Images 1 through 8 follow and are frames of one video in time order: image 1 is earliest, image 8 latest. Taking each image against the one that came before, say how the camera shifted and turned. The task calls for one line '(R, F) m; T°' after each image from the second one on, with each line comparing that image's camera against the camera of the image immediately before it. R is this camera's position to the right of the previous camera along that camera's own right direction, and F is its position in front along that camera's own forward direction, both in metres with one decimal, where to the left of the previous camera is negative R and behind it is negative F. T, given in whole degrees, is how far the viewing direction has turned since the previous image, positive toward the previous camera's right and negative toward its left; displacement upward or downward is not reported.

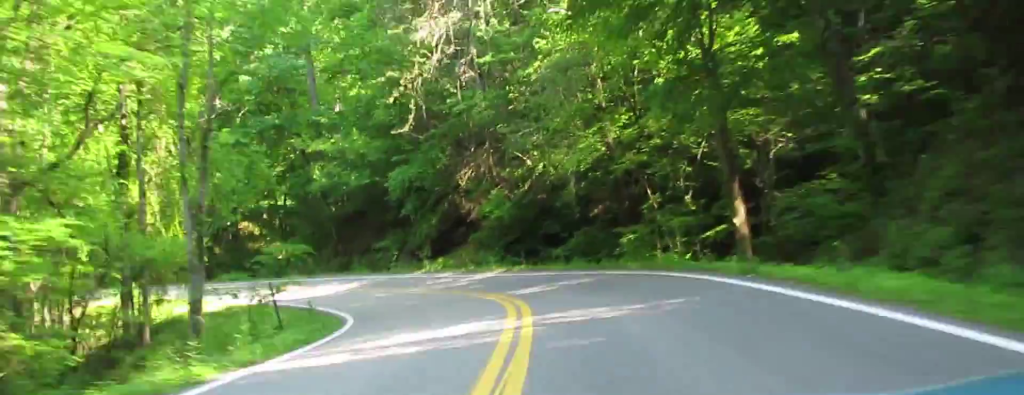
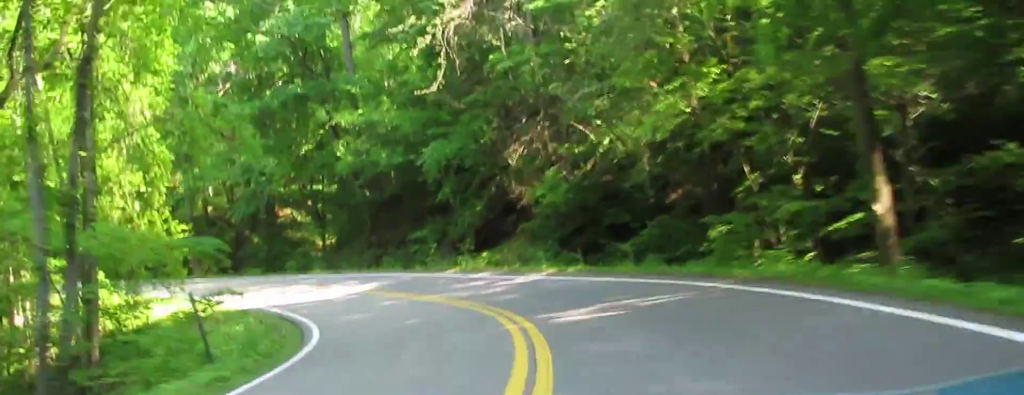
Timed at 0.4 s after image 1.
(-0.1, +6.1) m; -4°
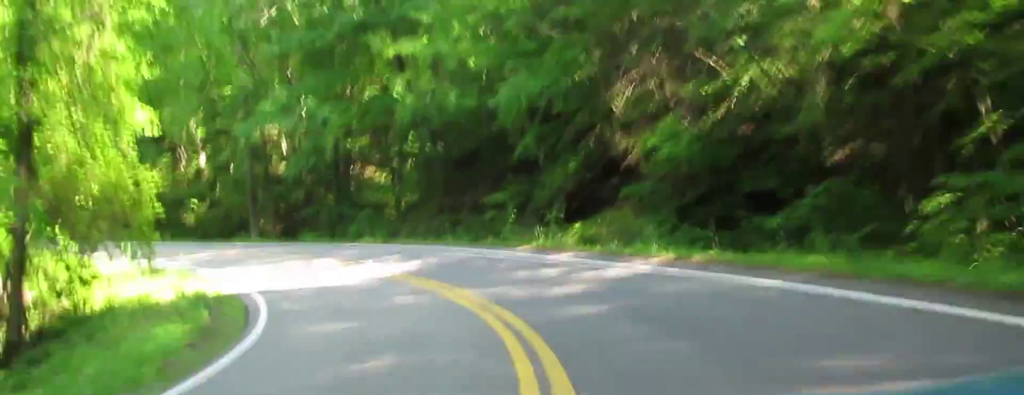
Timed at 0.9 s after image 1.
(0.0, +7.9) m; -5°
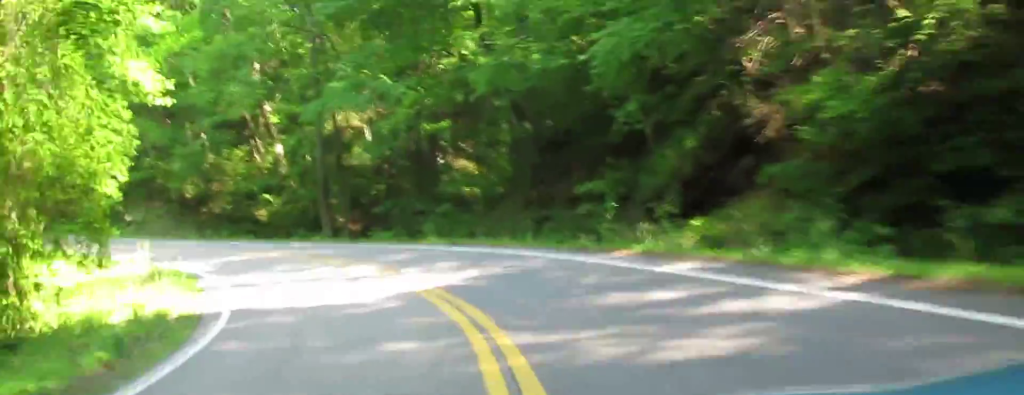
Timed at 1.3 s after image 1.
(-0.7, +7.0) m; -2°
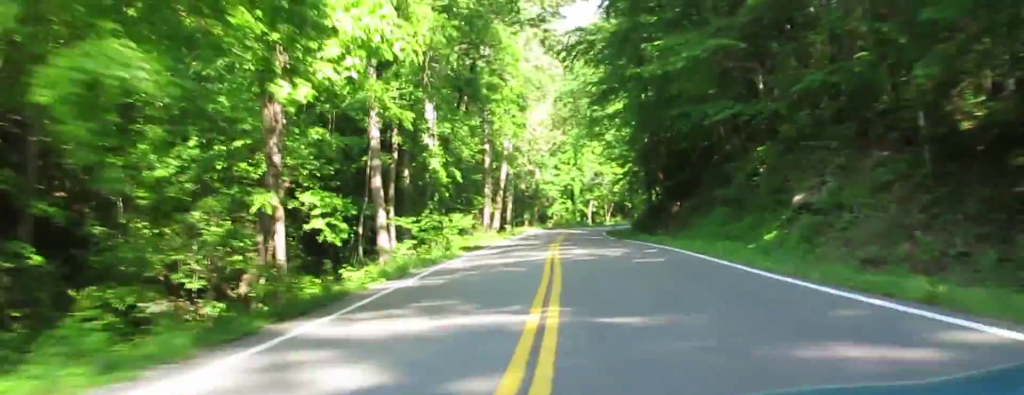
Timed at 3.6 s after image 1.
(-6.3, +46.5) m; -23°
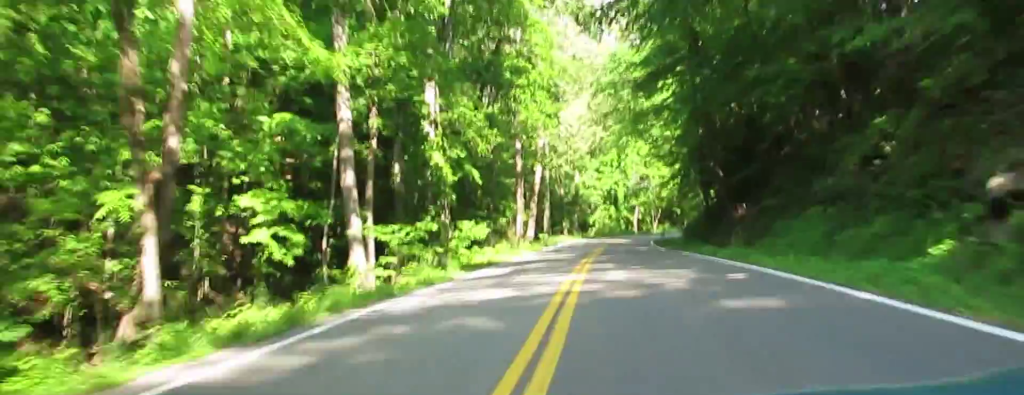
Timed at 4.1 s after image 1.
(-1.1, +12.1) m; -7°
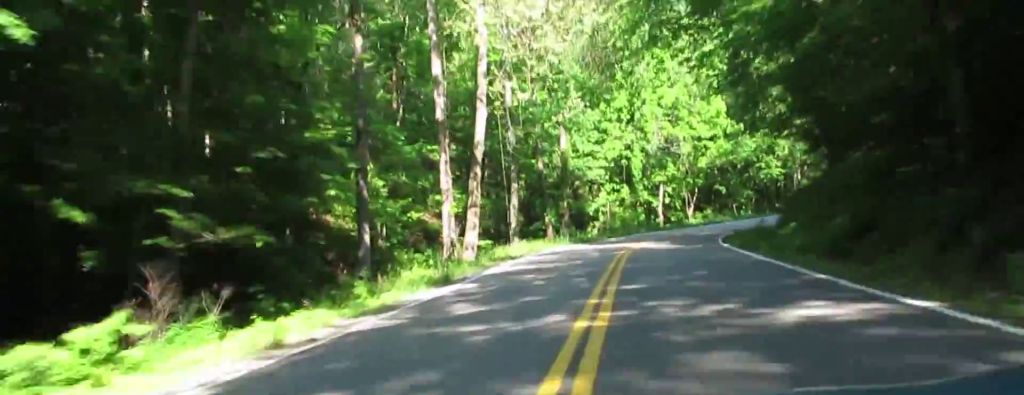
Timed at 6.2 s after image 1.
(-11.1, +55.9) m; -15°
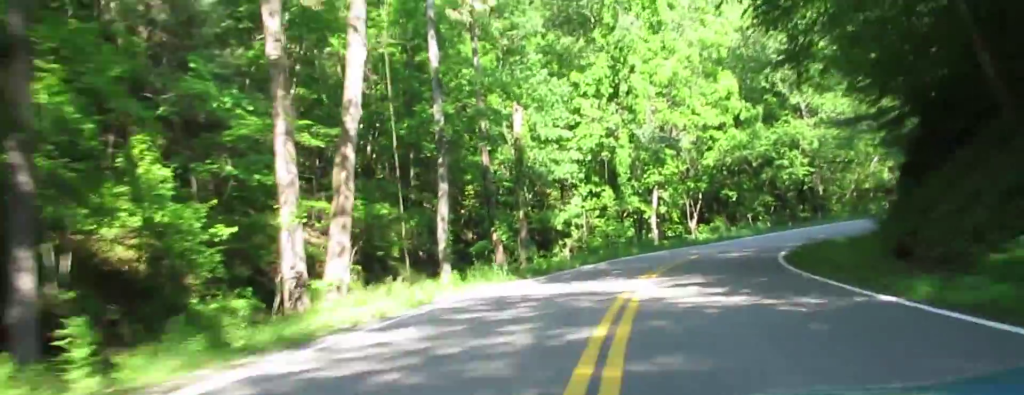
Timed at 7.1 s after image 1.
(-0.2, +25.7) m; +3°
